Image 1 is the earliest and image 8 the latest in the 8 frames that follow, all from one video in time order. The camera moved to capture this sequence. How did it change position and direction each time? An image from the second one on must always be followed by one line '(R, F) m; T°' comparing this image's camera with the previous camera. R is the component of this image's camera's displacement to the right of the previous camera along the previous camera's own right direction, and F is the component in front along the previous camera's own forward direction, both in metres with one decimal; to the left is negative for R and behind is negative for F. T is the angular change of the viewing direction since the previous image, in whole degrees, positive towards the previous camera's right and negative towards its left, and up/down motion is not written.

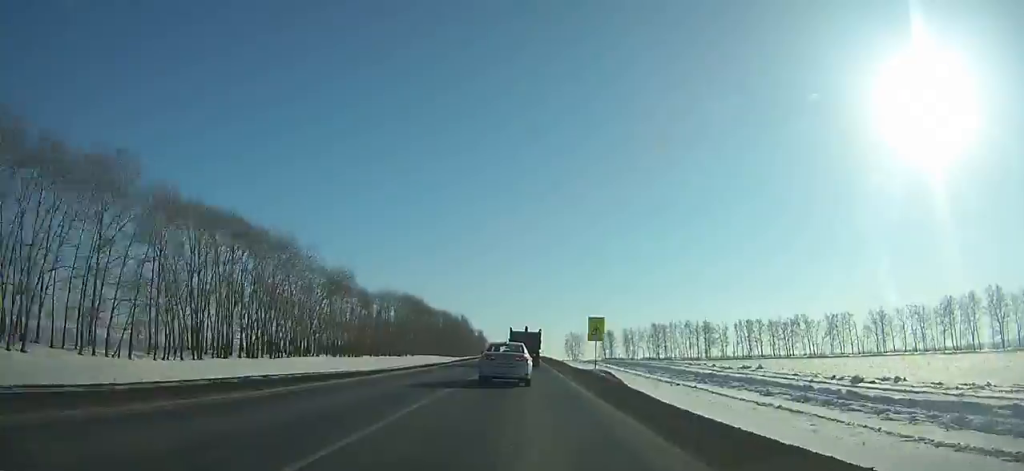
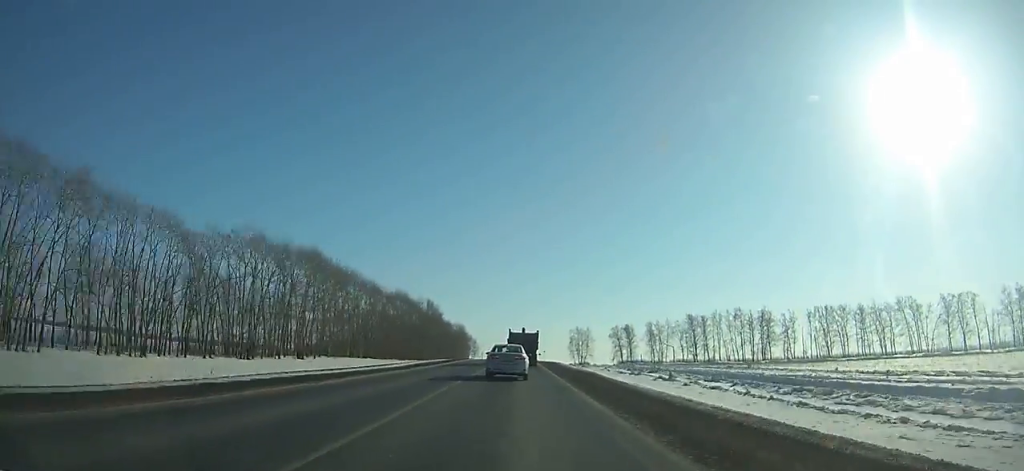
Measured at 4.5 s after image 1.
(+0.5, +78.4) m; +1°
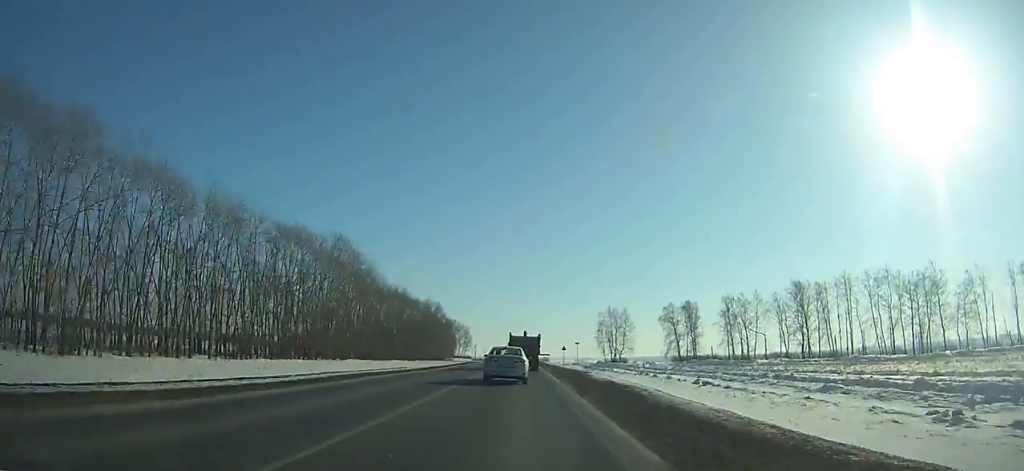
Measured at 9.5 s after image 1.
(0.0, +90.8) m; 0°
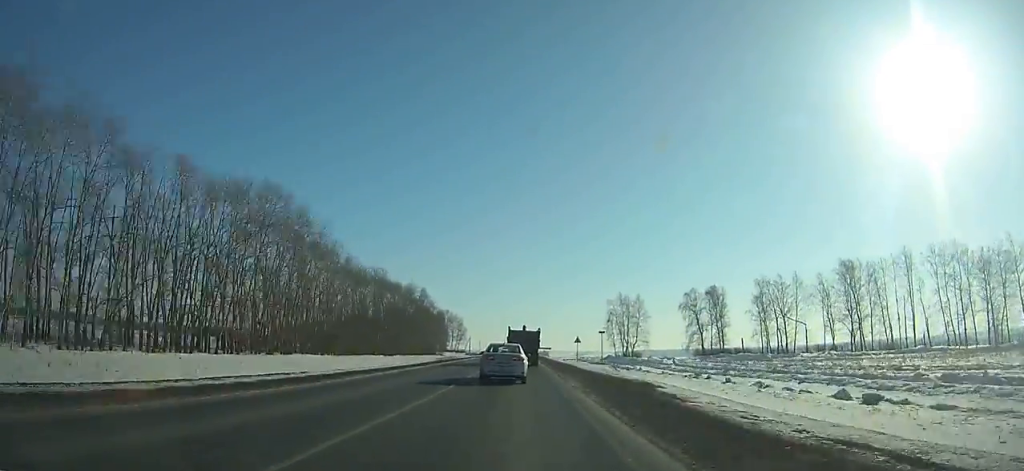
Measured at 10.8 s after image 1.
(-0.1, +24.0) m; 0°
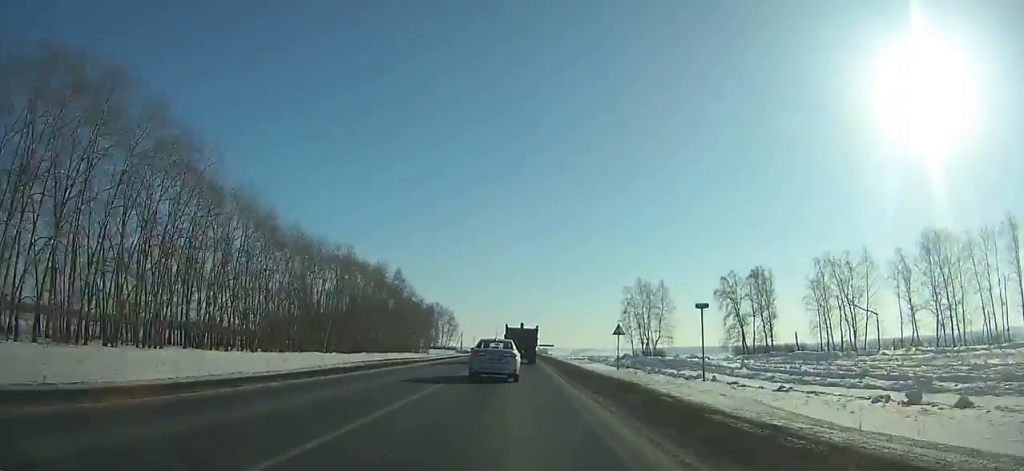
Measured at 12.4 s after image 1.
(0.0, +29.7) m; 0°
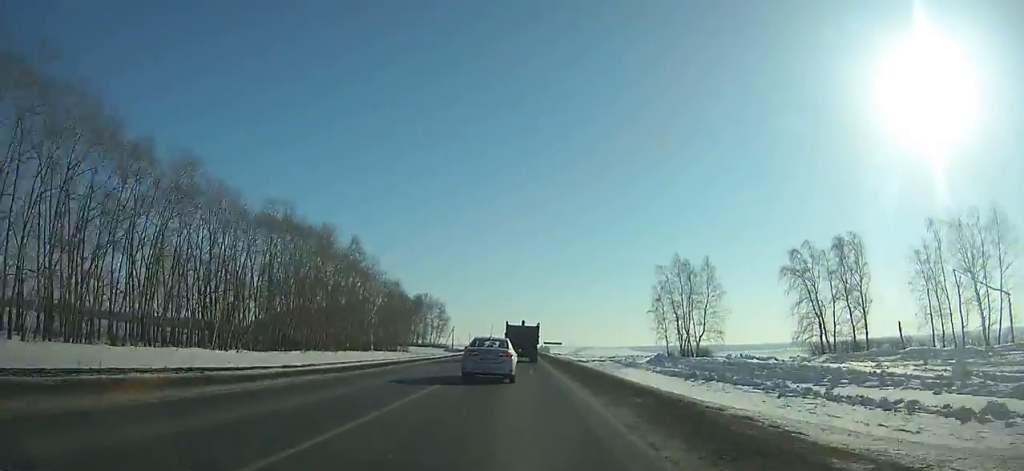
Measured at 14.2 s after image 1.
(0.0, +33.5) m; 0°
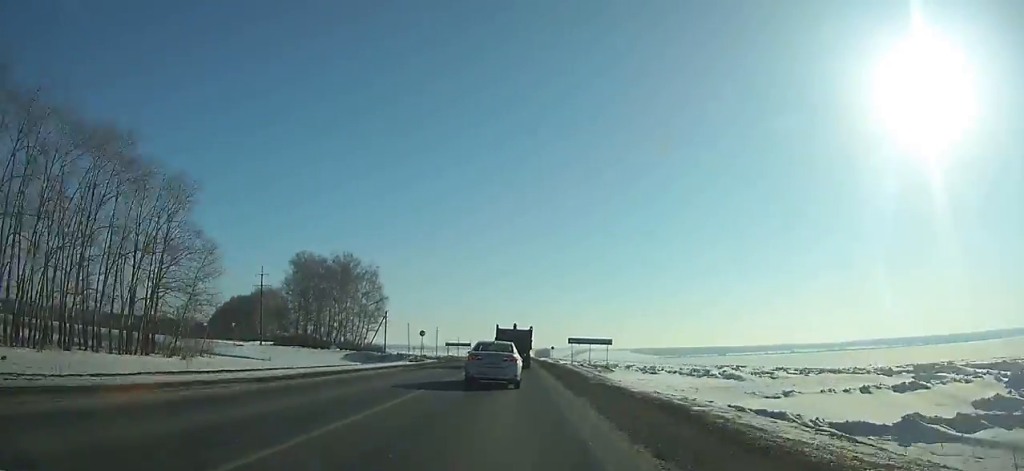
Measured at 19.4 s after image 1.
(-0.1, +96.2) m; 0°
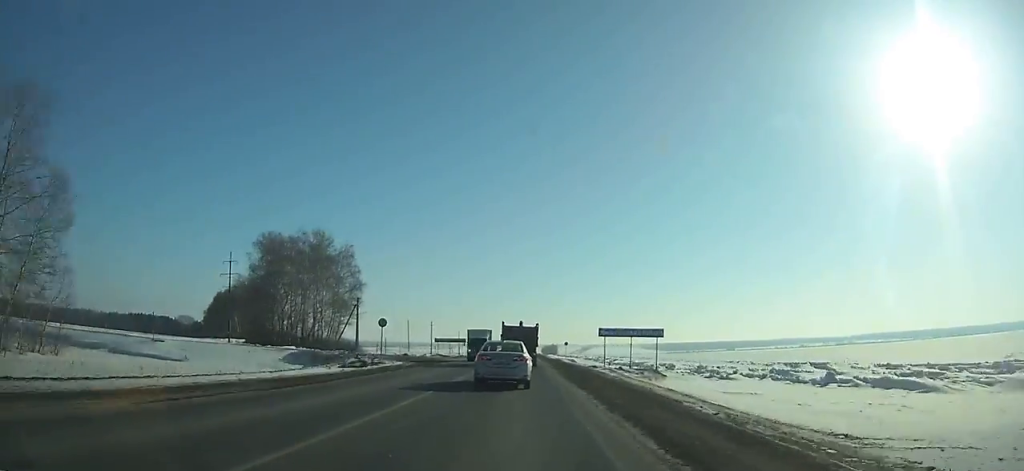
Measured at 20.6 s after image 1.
(0.0, +22.0) m; 0°
